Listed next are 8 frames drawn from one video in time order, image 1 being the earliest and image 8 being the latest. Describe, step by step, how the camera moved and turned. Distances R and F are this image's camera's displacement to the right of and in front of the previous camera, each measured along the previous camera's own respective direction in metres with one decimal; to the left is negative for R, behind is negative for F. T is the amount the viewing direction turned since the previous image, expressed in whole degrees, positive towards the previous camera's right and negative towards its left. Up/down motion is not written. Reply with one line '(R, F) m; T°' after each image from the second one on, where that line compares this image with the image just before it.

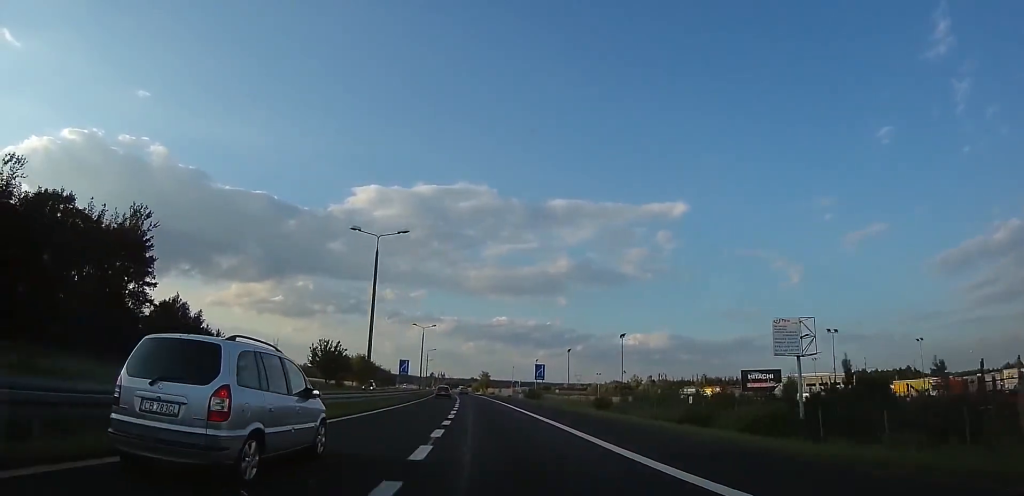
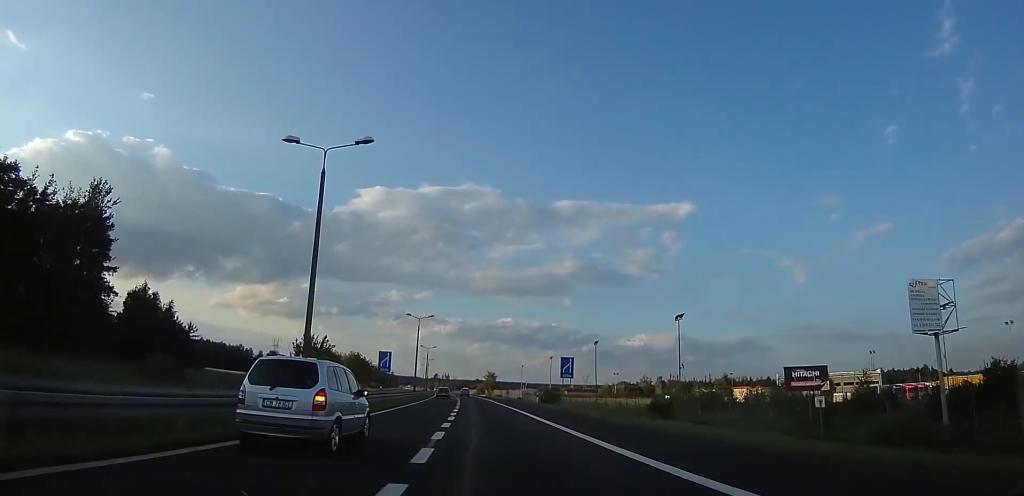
(-0.1, +12.2) m; -1°
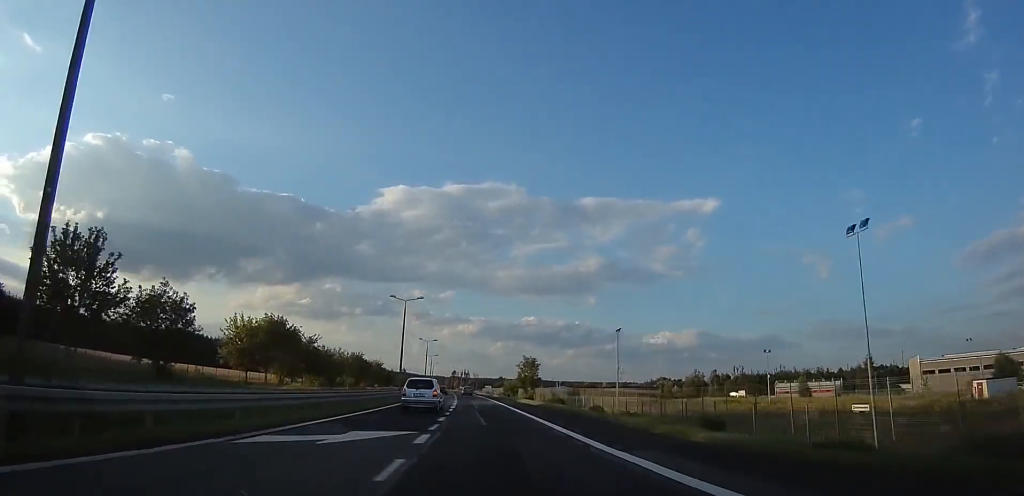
(-3.4, +60.8) m; -4°
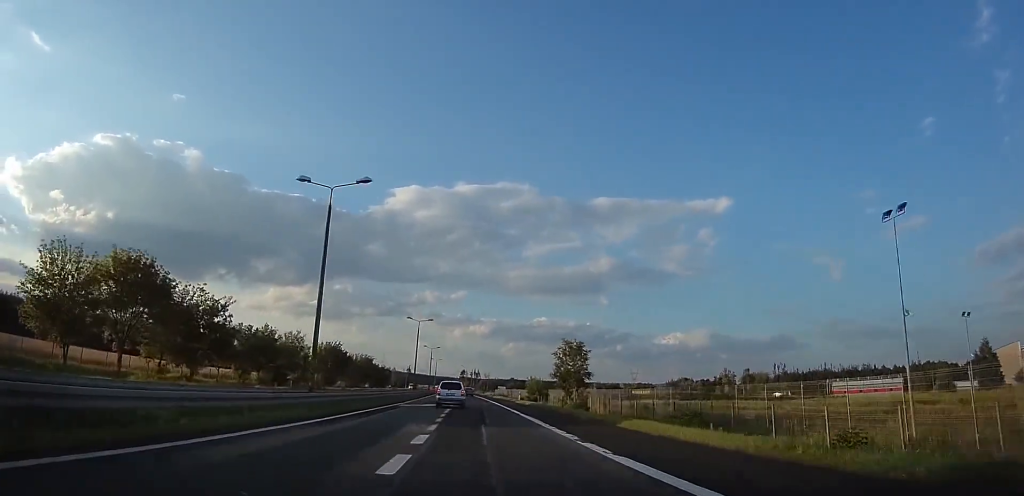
(0.0, +31.6) m; -1°
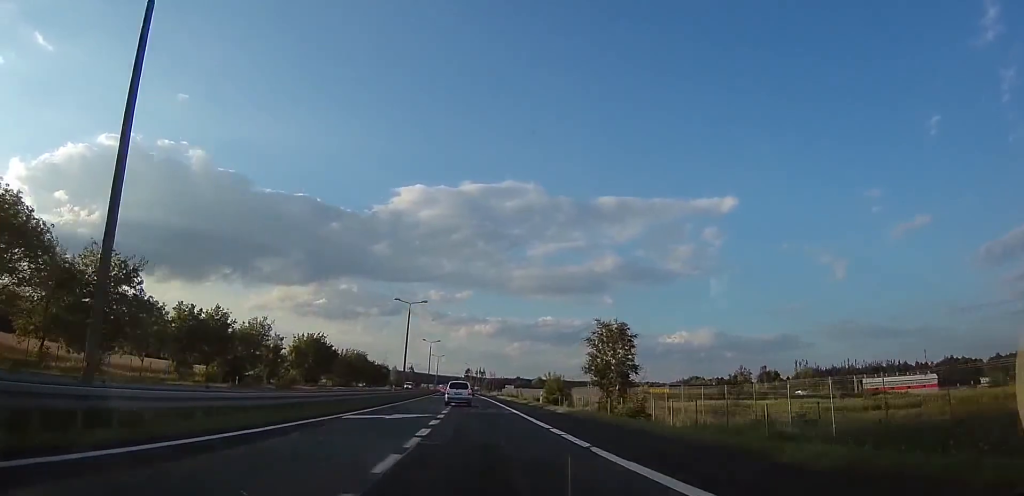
(+0.1, +14.7) m; -1°
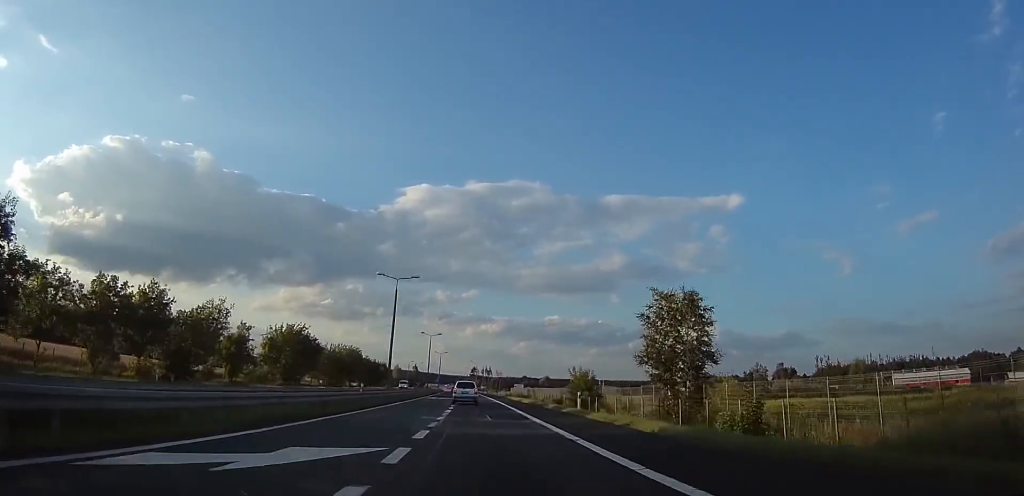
(-0.4, +12.7) m; -1°
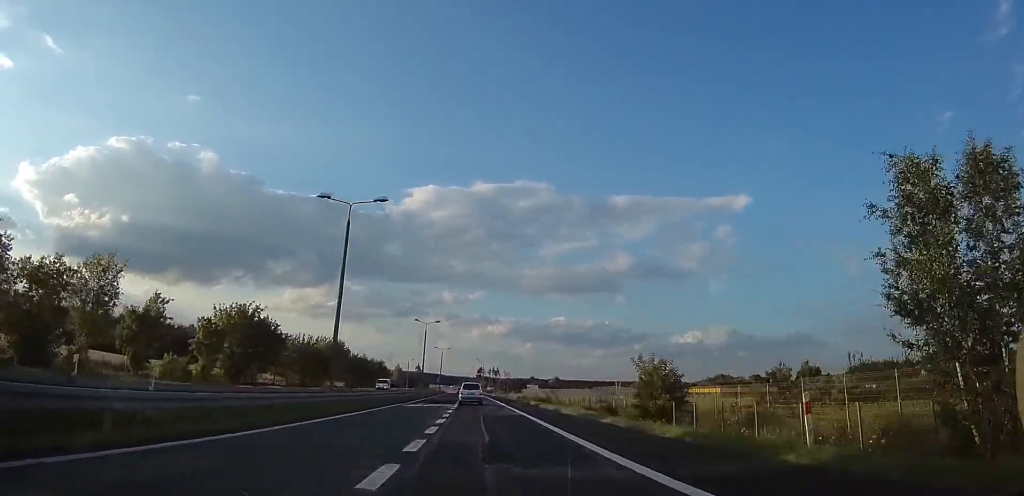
(-0.3, +18.9) m; -1°
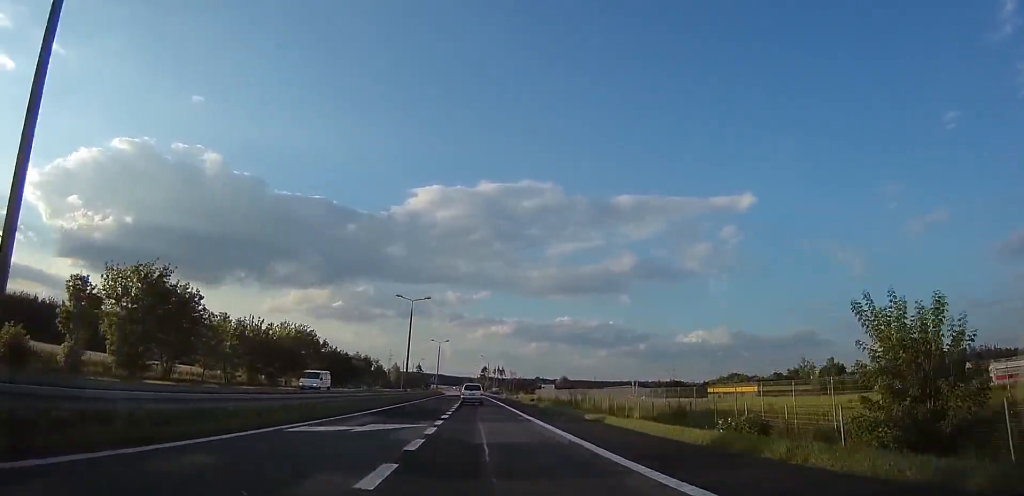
(0.0, +19.7) m; 0°
